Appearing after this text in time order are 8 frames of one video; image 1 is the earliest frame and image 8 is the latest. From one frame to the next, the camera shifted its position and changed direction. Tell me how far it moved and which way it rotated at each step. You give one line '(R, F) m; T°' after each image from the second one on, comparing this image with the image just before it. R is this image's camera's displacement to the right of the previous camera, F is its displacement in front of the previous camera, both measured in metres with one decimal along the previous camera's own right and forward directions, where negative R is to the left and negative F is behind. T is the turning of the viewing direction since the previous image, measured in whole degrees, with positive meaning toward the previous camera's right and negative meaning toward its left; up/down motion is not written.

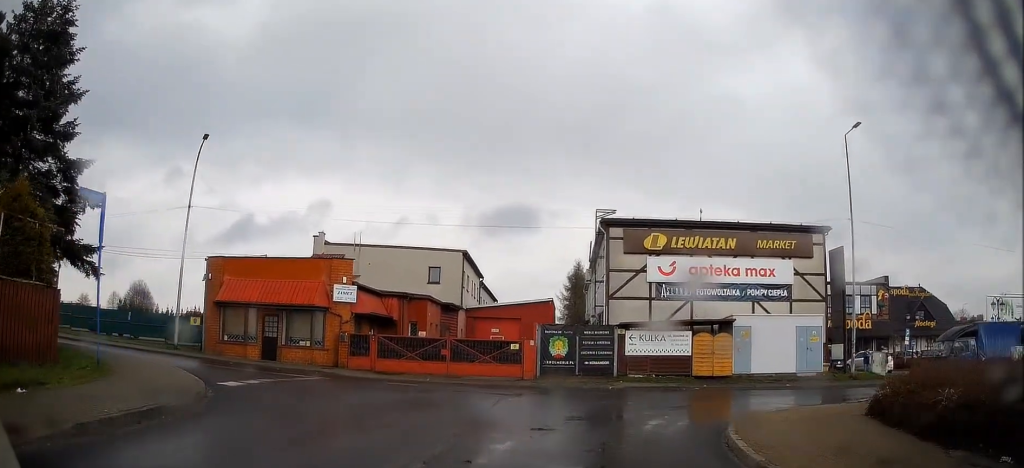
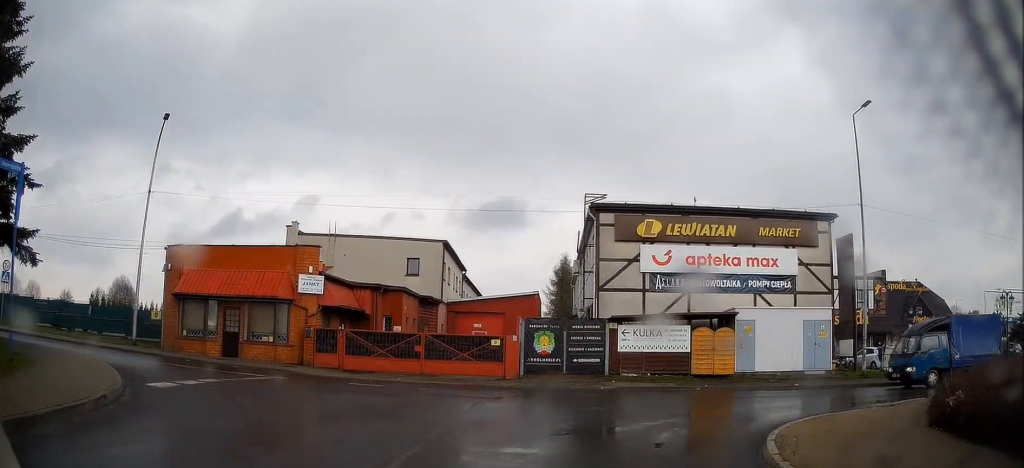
(0.0, +2.8) m; -1°
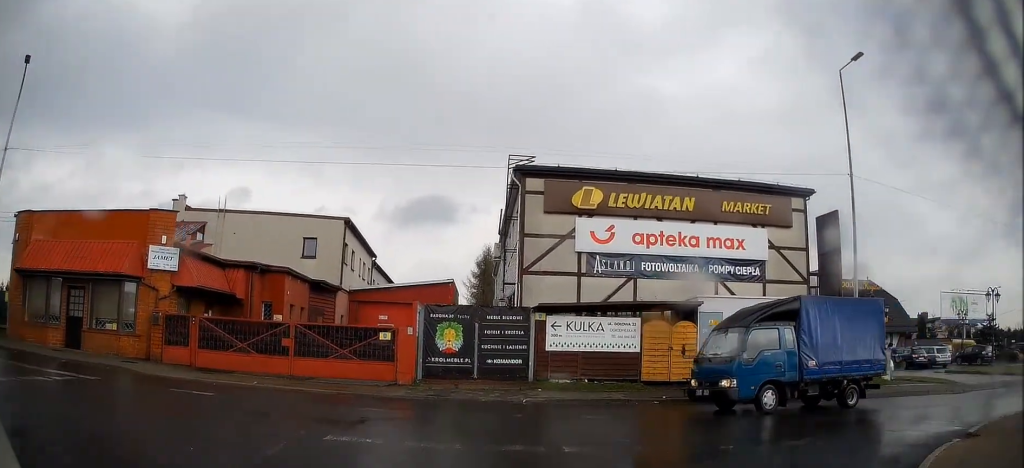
(-0.1, +6.2) m; +1°
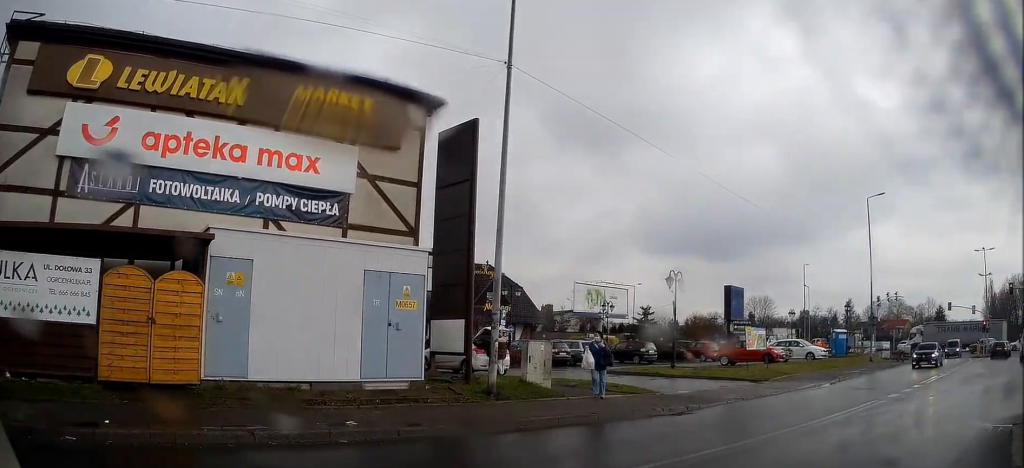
(+2.0, +8.5) m; +39°
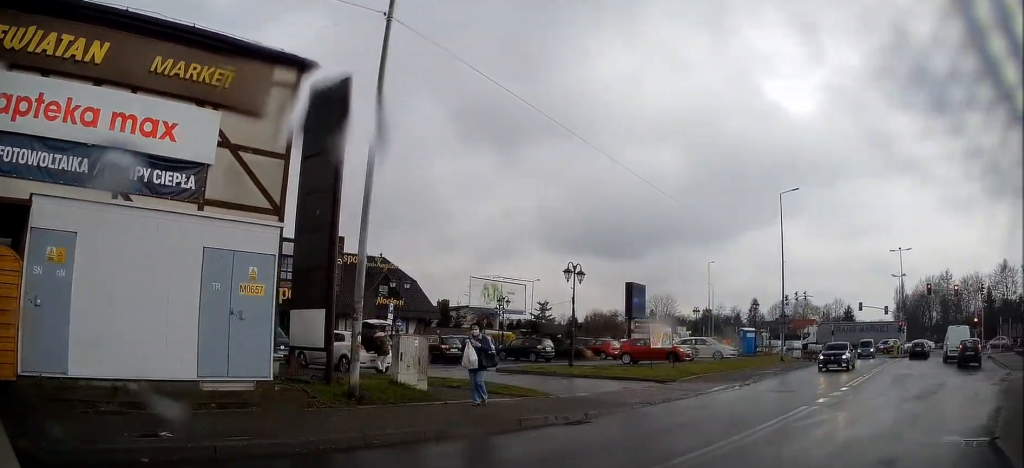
(+0.4, +1.9) m; +10°
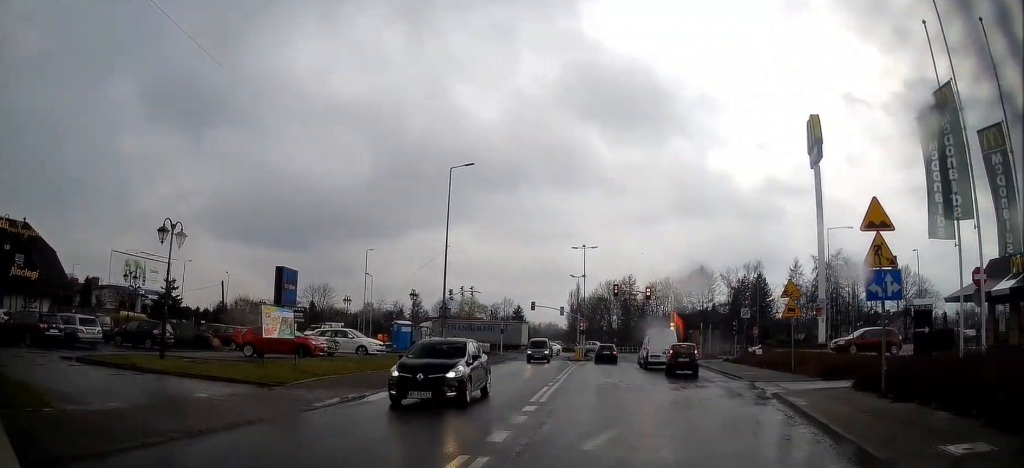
(+1.5, +6.4) m; +27°
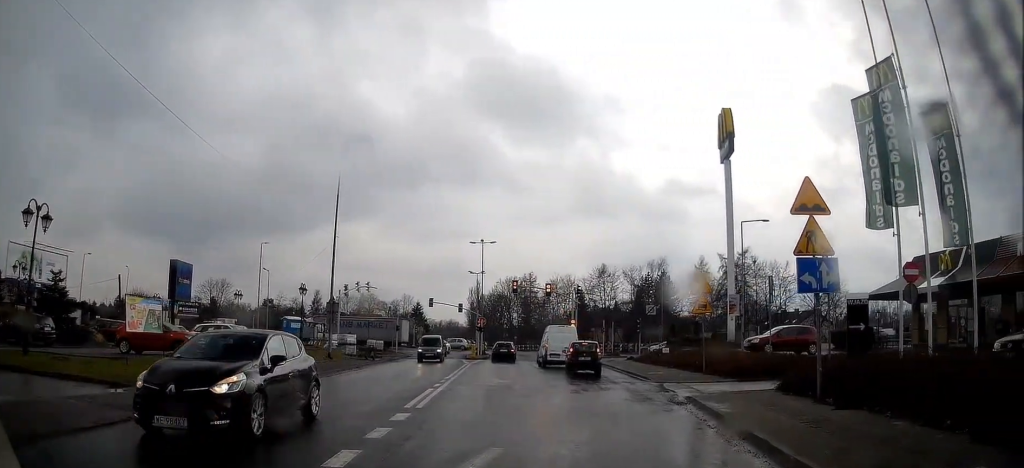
(+0.3, +2.1) m; +7°
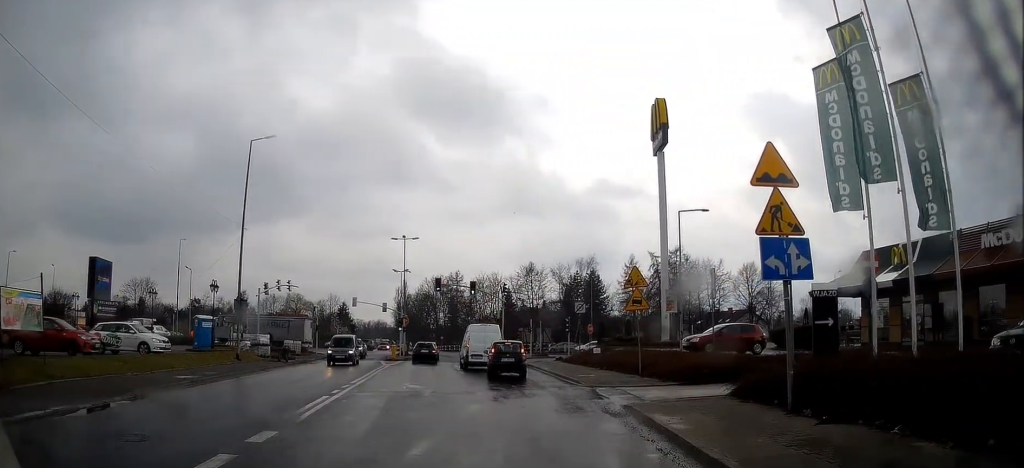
(+0.1, +2.5) m; +9°
